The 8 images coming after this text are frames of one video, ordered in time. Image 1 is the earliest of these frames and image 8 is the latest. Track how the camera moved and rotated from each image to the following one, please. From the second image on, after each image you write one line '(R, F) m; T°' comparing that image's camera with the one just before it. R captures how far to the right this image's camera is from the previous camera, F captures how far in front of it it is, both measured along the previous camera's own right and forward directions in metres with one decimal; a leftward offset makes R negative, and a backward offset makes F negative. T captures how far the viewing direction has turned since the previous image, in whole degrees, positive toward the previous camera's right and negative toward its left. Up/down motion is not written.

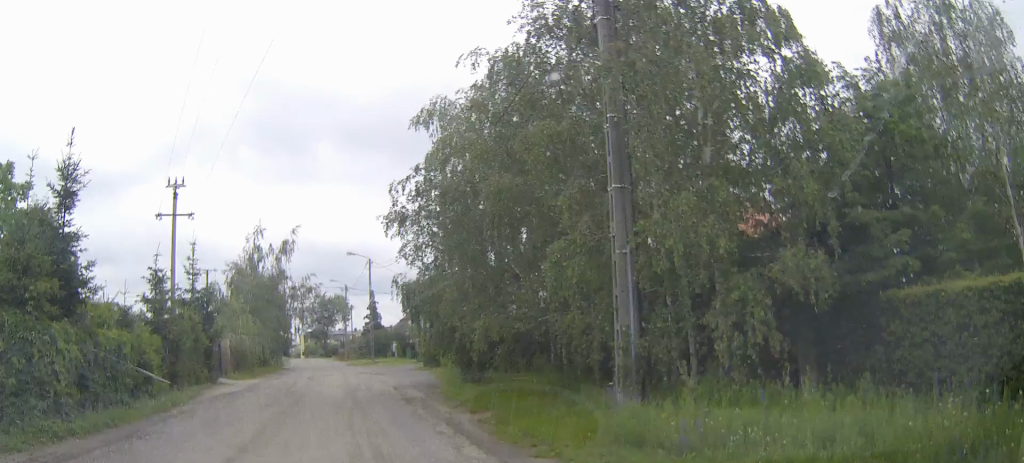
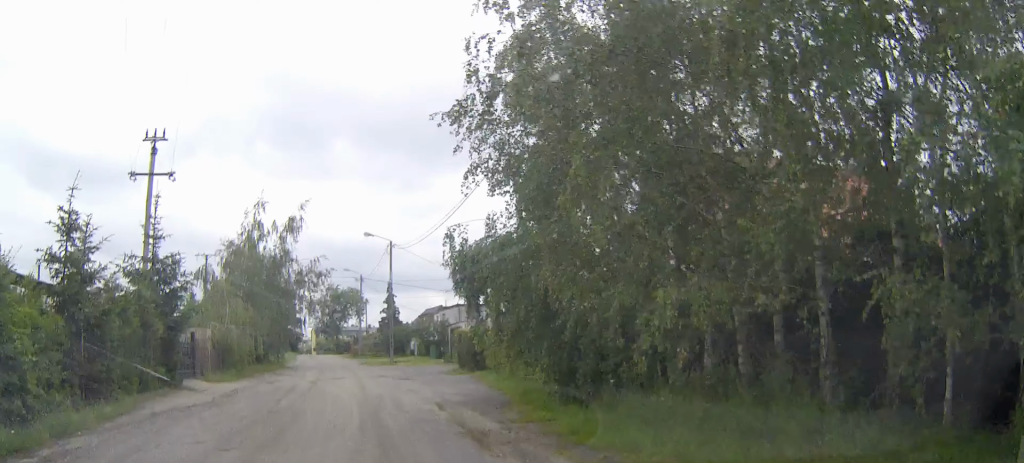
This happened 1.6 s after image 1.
(0.0, +8.7) m; 0°
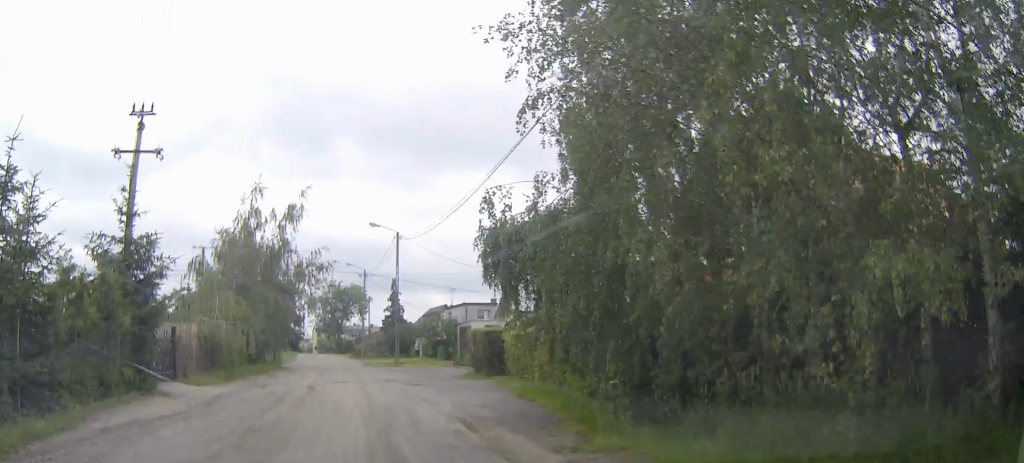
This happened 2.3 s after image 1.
(0.0, +3.3) m; 0°
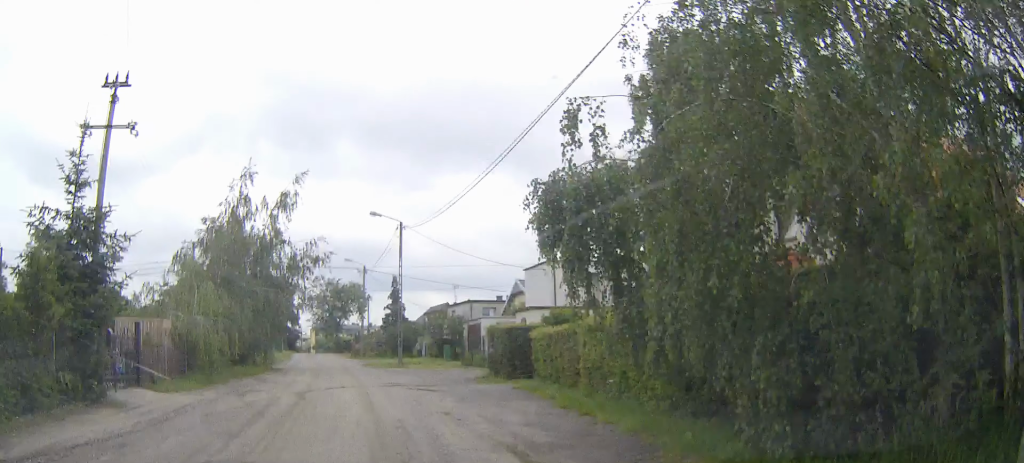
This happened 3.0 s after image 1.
(0.0, +3.9) m; 0°
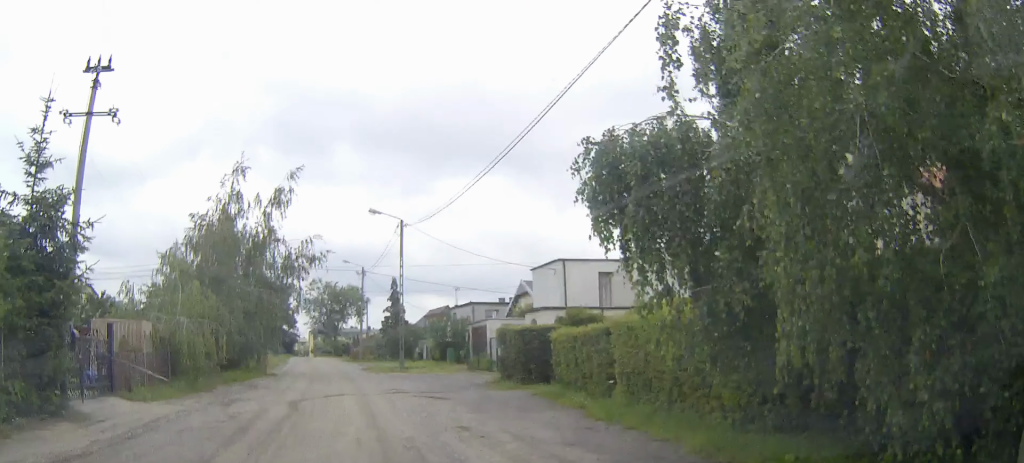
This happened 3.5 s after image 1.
(0.0, +2.3) m; 0°
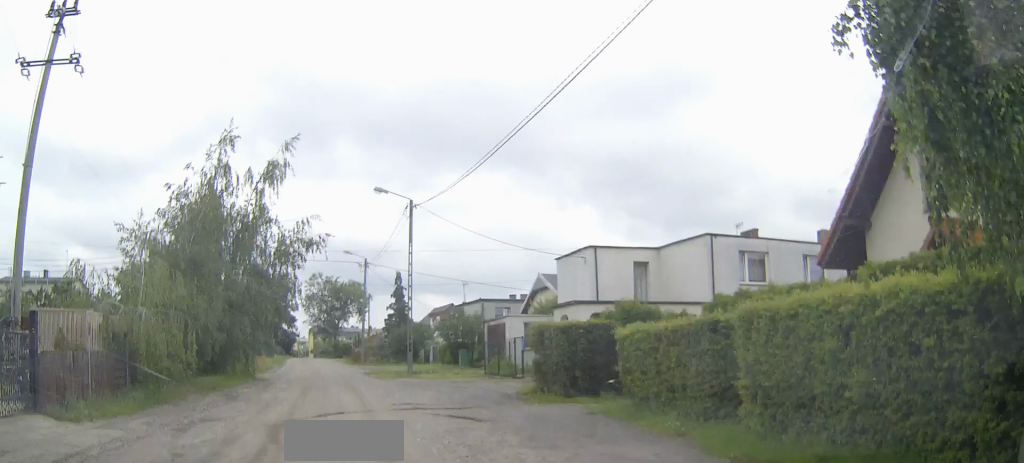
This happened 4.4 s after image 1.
(0.0, +4.7) m; 0°
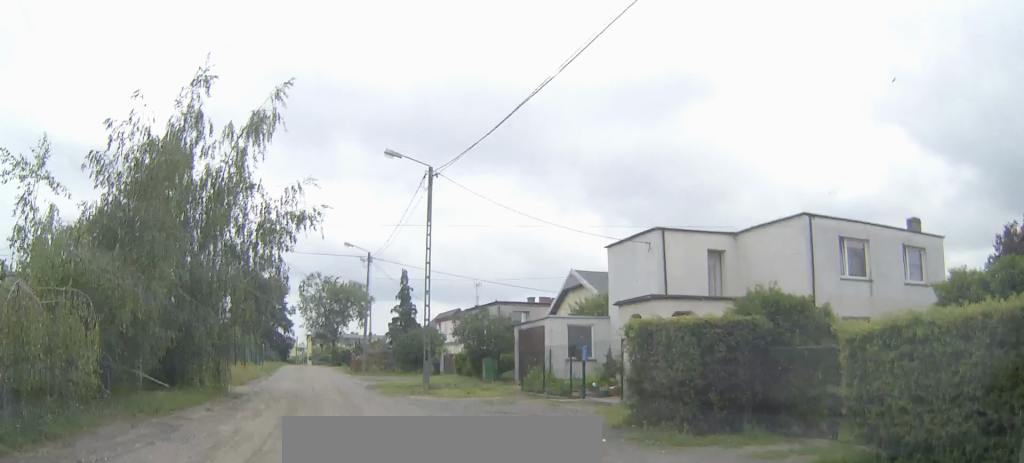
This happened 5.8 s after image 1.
(+0.1, +7.4) m; +1°
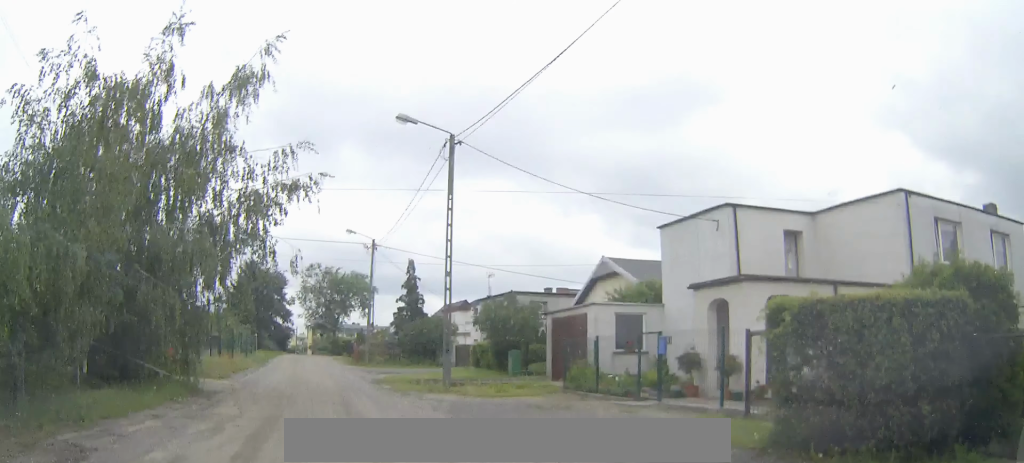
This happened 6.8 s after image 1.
(0.0, +4.9) m; 0°
